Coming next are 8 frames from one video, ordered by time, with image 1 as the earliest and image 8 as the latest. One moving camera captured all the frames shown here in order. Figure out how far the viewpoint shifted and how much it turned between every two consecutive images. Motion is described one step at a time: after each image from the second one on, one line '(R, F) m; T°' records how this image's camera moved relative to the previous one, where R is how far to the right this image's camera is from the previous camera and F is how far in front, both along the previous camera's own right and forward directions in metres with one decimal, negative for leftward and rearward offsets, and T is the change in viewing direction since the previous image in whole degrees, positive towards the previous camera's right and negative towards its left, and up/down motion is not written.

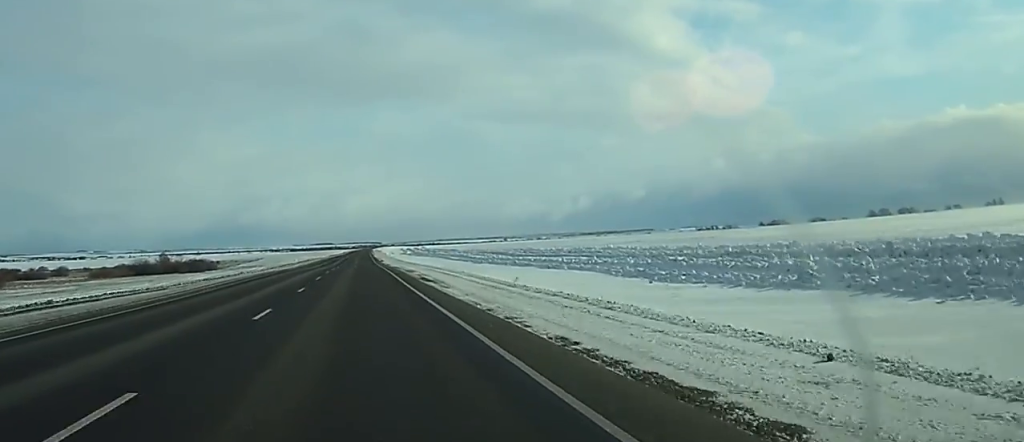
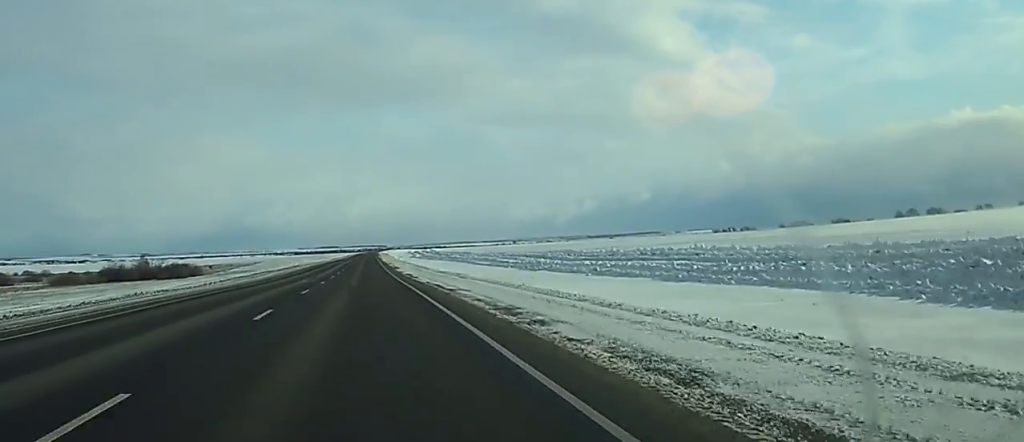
(-0.1, +35.7) m; 0°
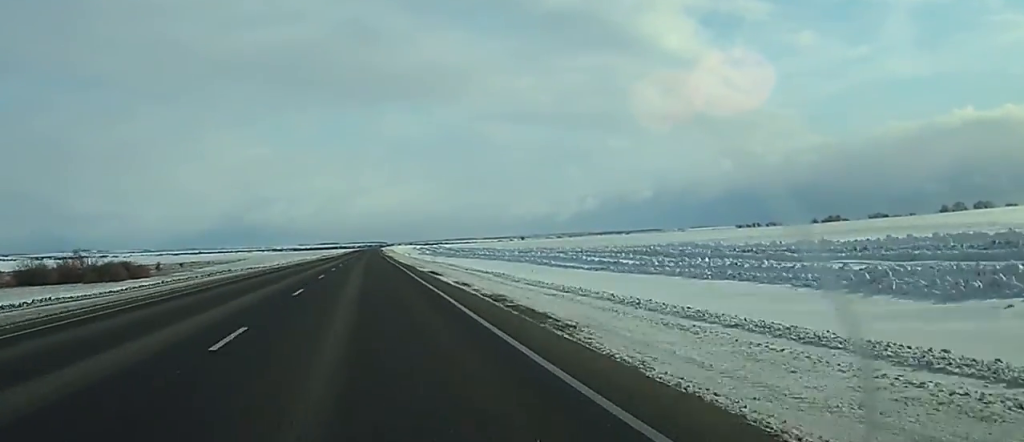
(-0.2, +65.3) m; 0°
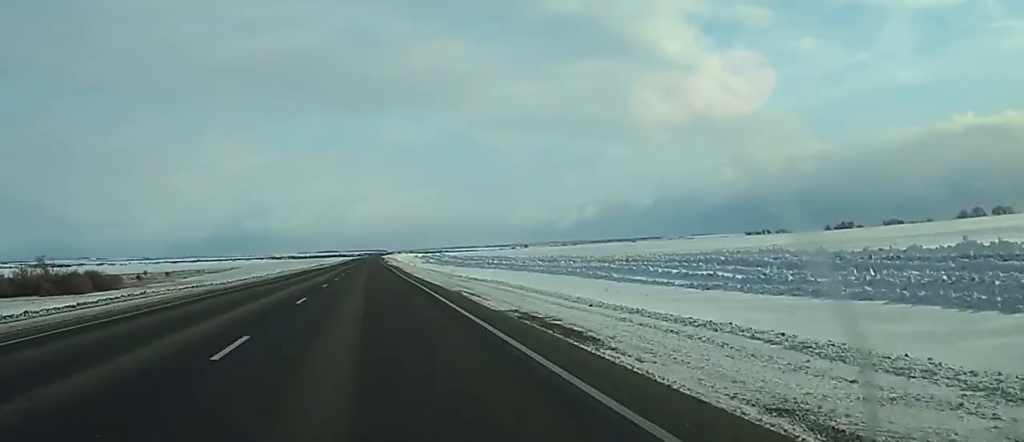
(0.0, +24.3) m; 0°
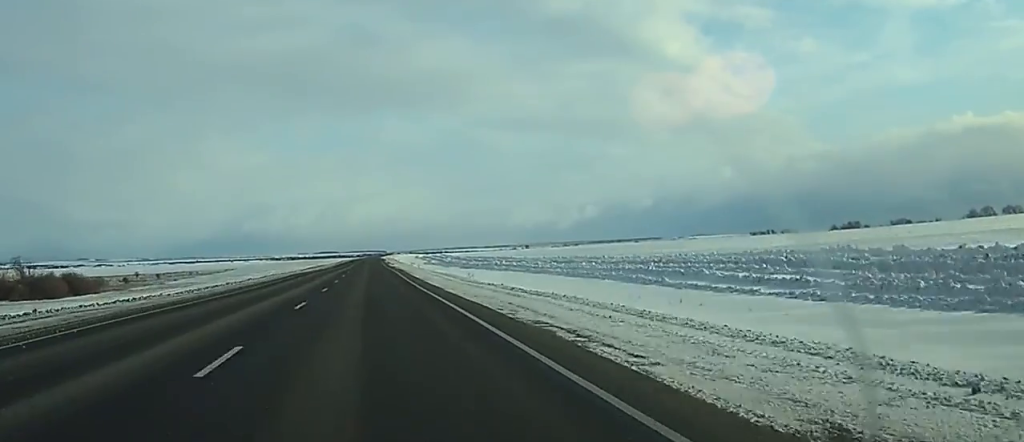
(0.0, +13.2) m; 0°
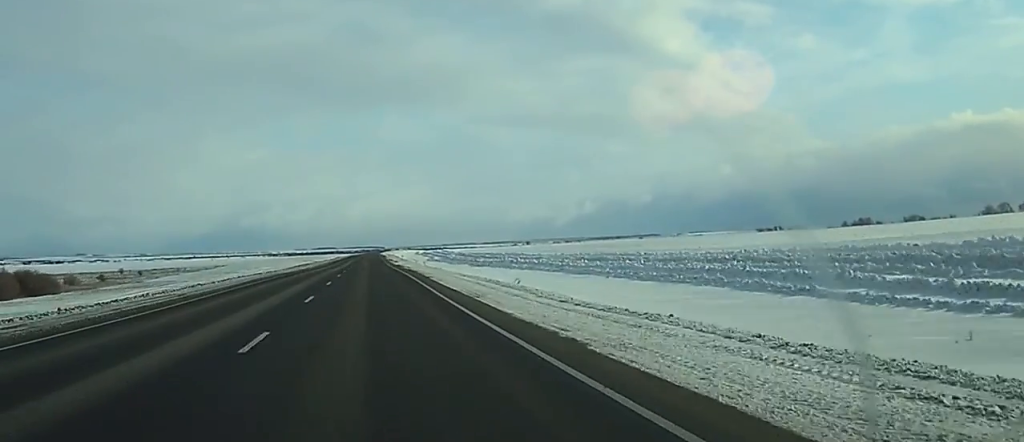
(0.0, +21.4) m; 0°
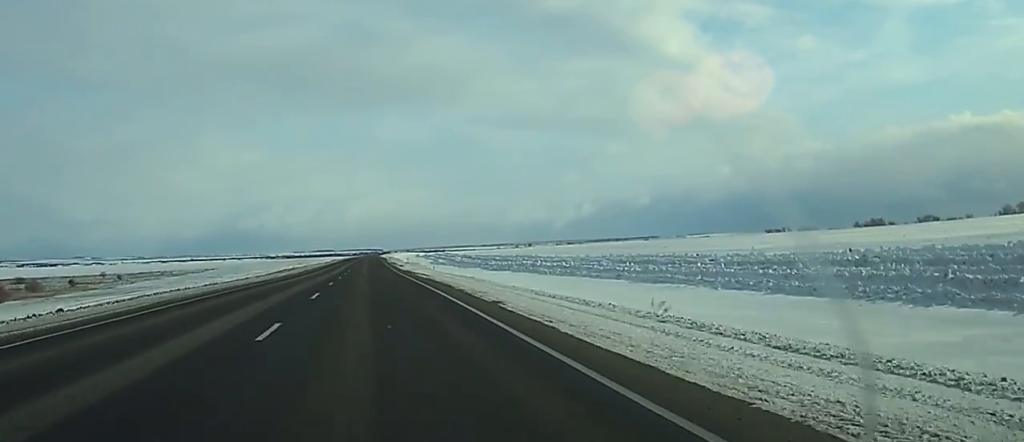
(0.0, +22.5) m; 0°
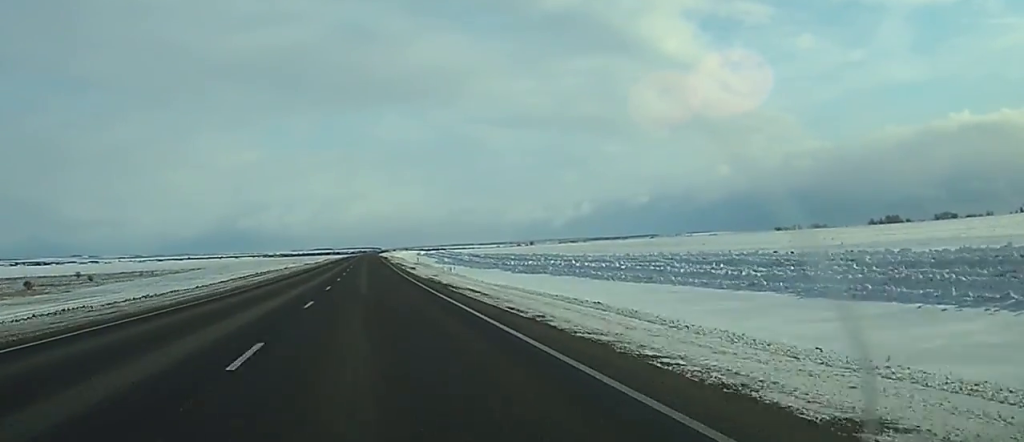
(0.0, +26.8) m; 0°
